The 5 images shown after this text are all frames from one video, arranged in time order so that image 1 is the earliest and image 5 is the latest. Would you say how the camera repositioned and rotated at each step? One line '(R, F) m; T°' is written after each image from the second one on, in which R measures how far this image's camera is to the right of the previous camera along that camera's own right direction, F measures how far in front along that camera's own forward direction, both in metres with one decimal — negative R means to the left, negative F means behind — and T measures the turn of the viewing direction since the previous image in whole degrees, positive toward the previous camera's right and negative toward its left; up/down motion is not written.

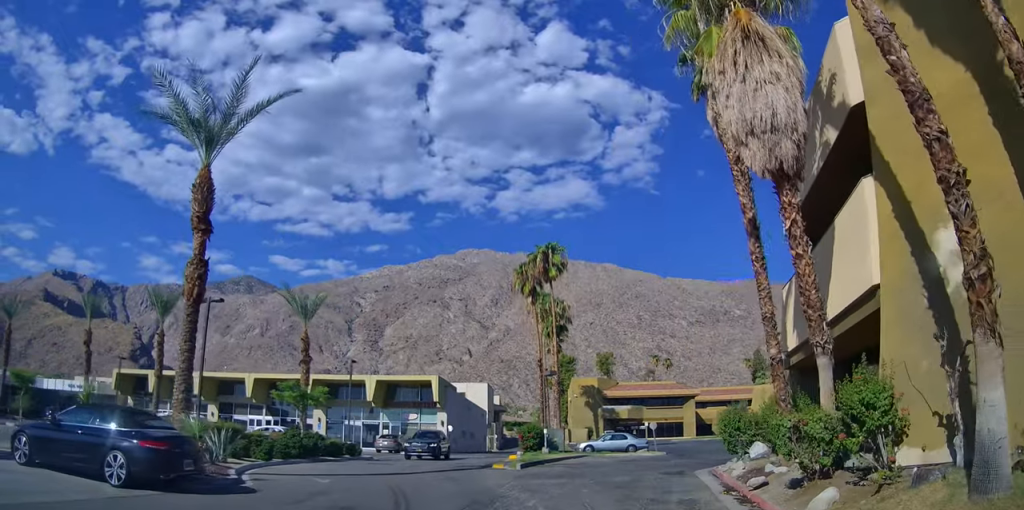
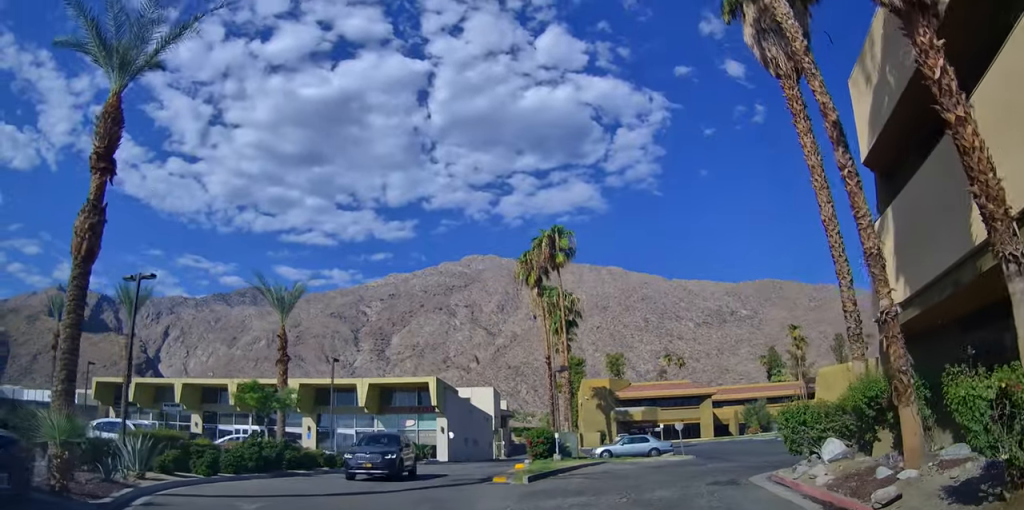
(0.0, +5.1) m; 0°
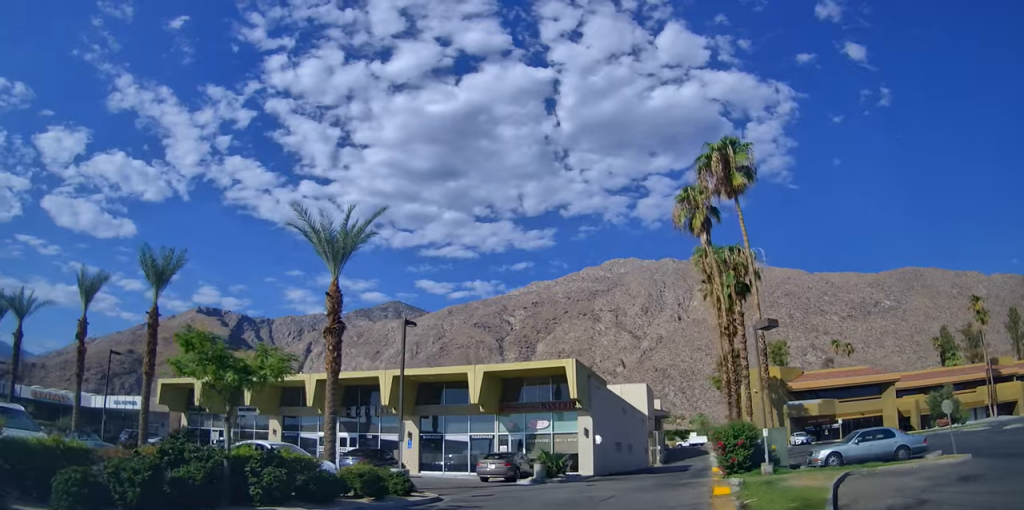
(-1.1, +11.9) m; -11°
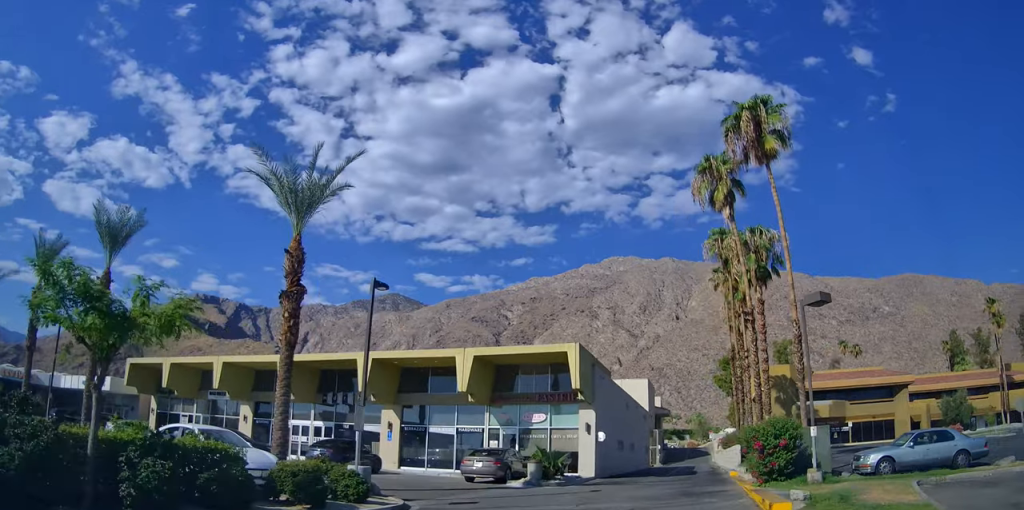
(0.0, +3.3) m; 0°
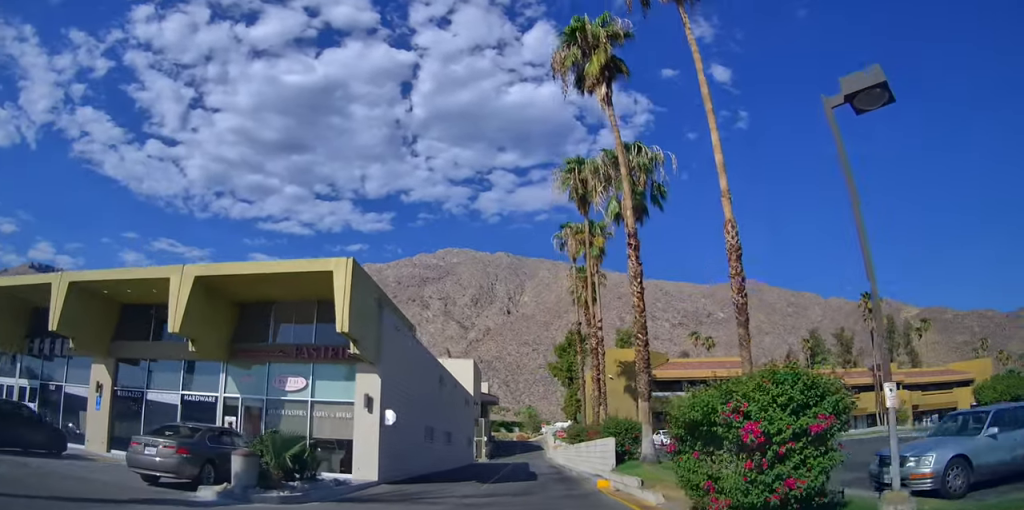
(+0.1, +7.8) m; 0°
